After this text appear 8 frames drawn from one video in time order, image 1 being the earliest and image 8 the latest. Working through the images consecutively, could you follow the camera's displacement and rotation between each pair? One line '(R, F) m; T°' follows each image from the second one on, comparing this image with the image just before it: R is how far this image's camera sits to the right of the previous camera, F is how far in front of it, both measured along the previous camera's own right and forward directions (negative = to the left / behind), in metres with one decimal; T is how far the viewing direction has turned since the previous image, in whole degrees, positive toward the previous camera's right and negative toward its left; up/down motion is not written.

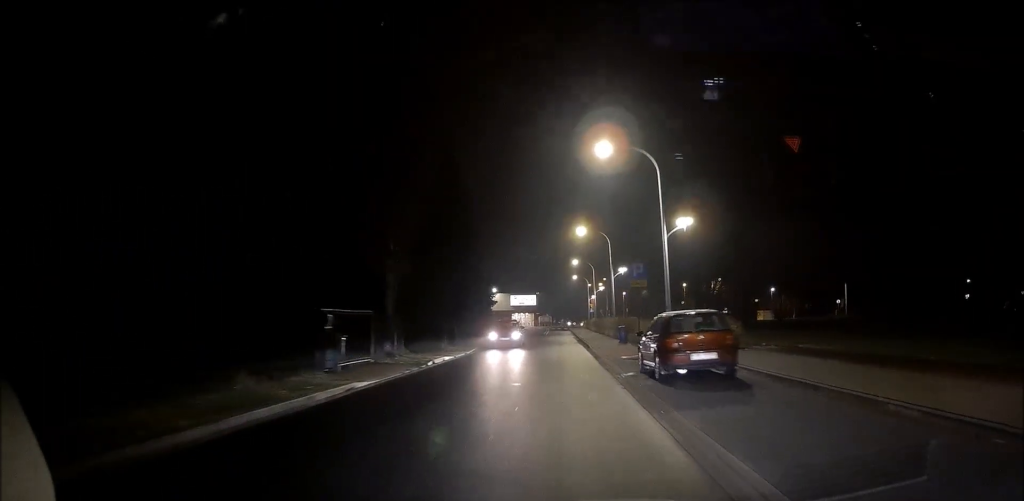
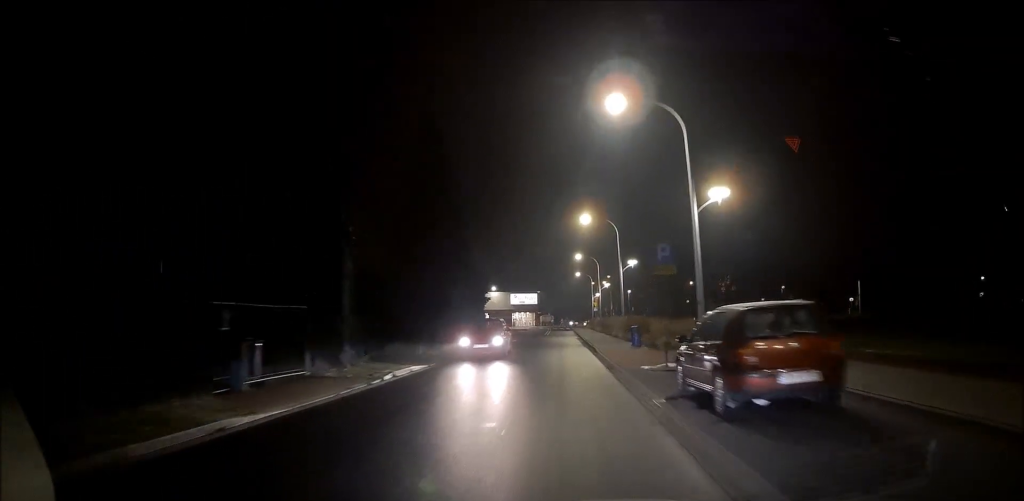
(+0.2, +4.9) m; 0°
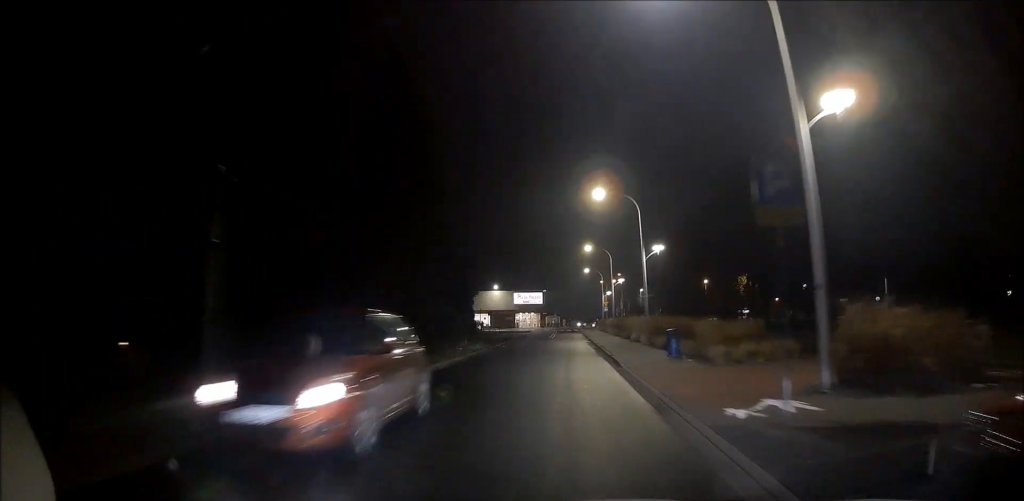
(+0.1, +7.9) m; 0°
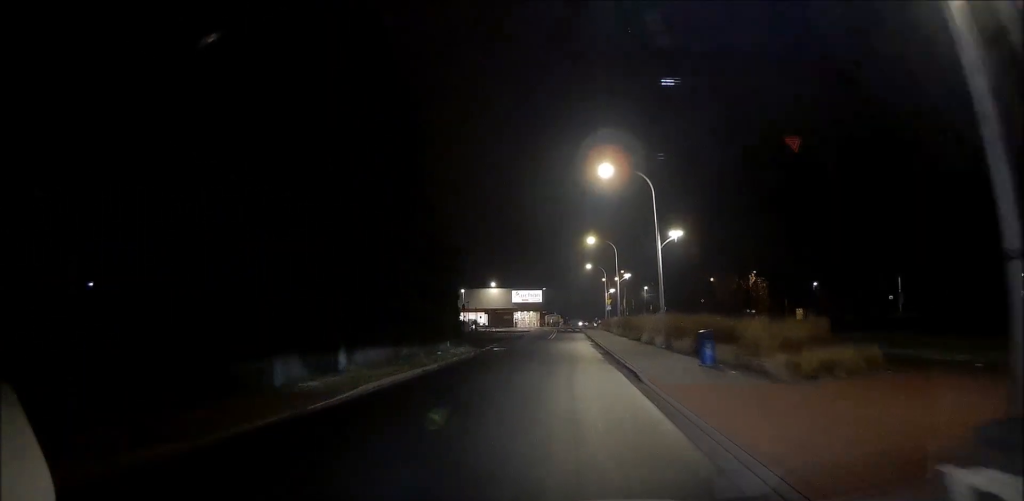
(-0.1, +4.6) m; -1°
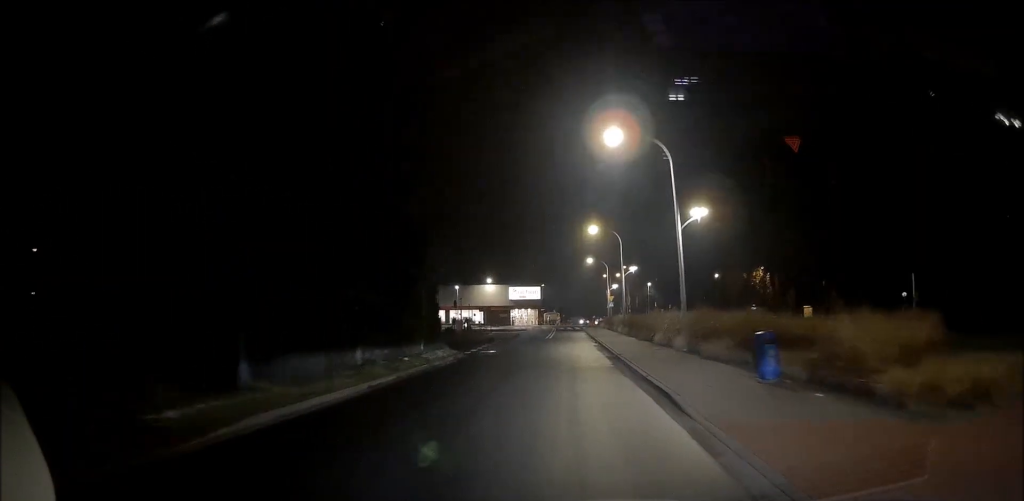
(0.0, +4.7) m; 0°
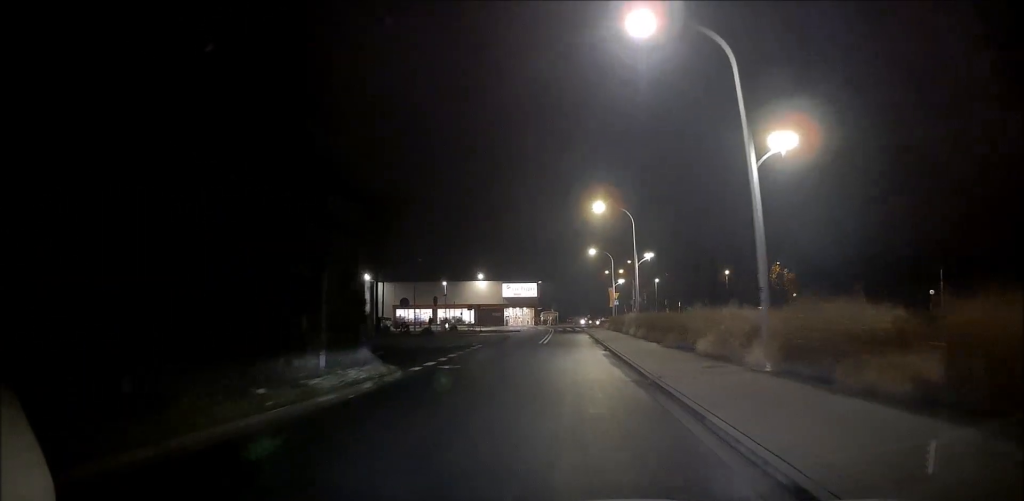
(0.0, +9.0) m; 0°
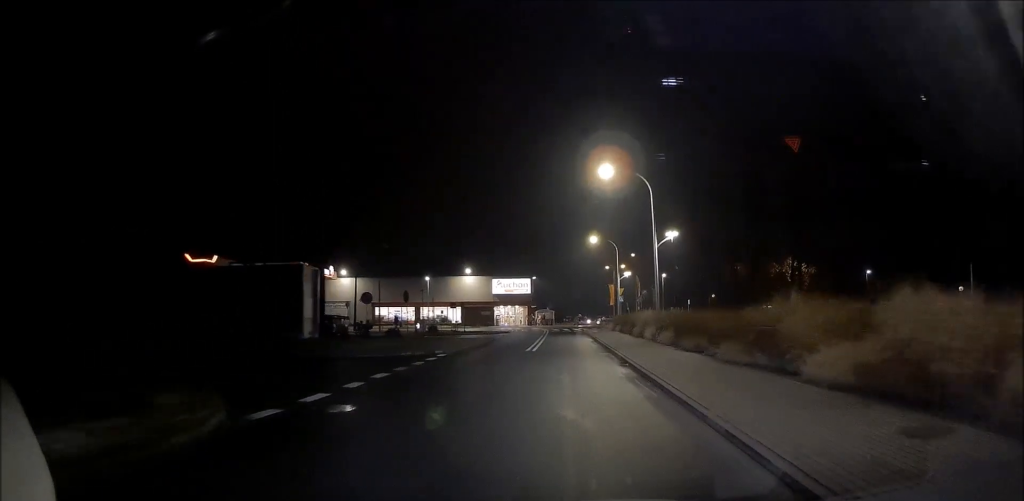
(0.0, +9.2) m; -1°
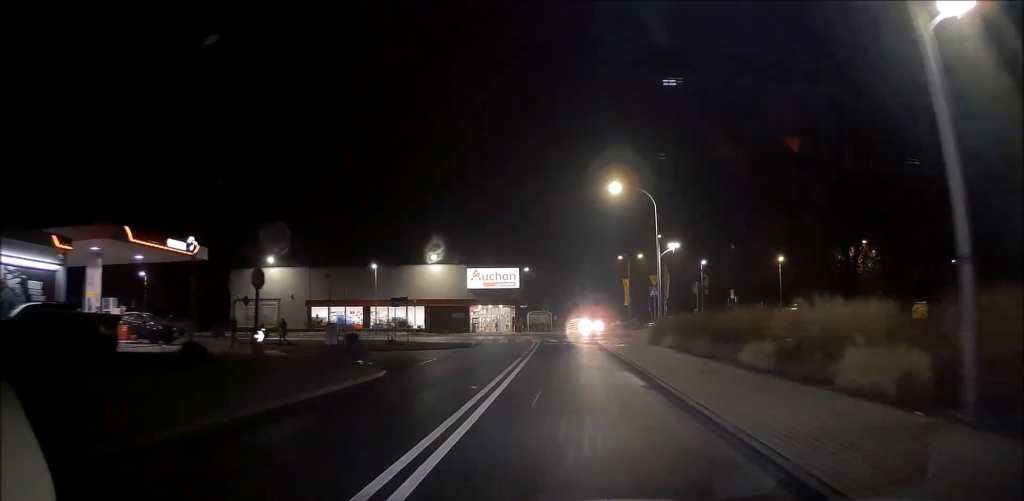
(+0.3, +23.5) m; 0°
